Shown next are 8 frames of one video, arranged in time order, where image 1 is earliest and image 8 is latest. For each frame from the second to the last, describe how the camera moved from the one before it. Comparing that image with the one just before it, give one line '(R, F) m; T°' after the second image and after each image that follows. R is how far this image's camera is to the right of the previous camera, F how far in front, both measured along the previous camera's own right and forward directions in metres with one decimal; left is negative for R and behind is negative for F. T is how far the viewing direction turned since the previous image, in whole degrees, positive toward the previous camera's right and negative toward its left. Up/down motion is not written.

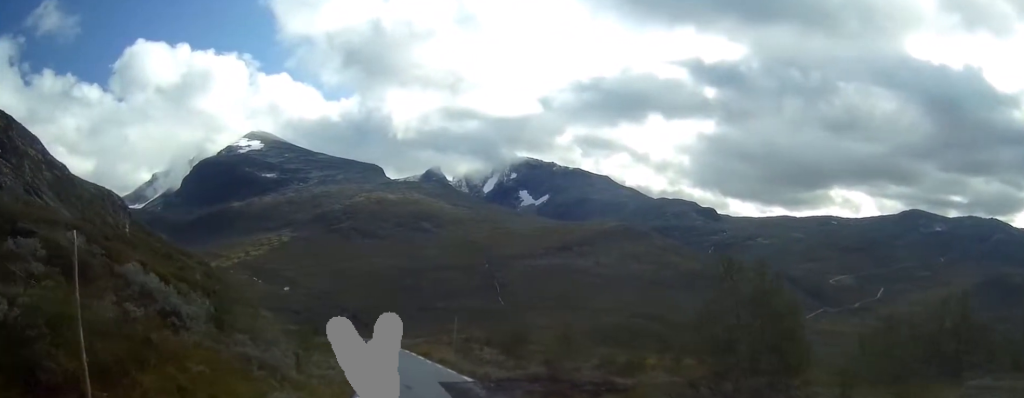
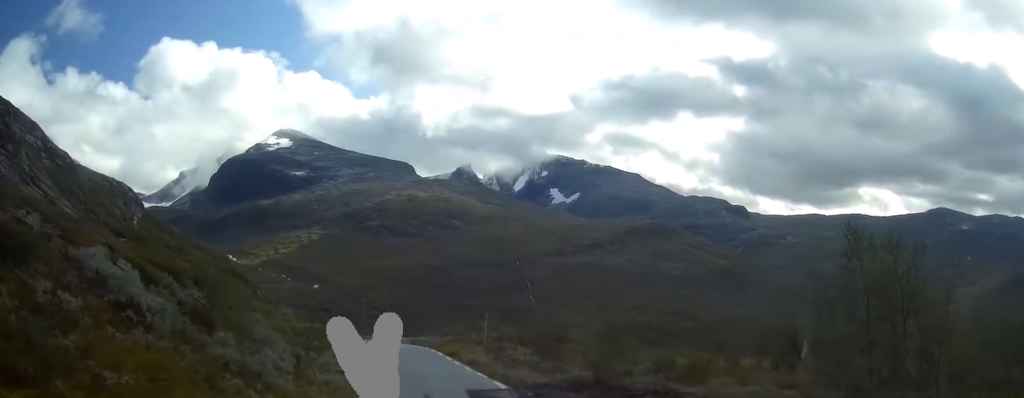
(-0.2, +5.3) m; -2°
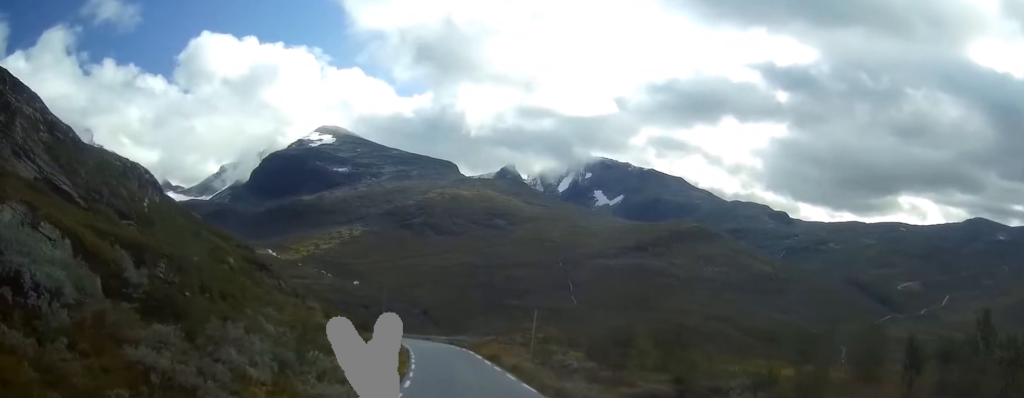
(0.0, +7.6) m; -1°
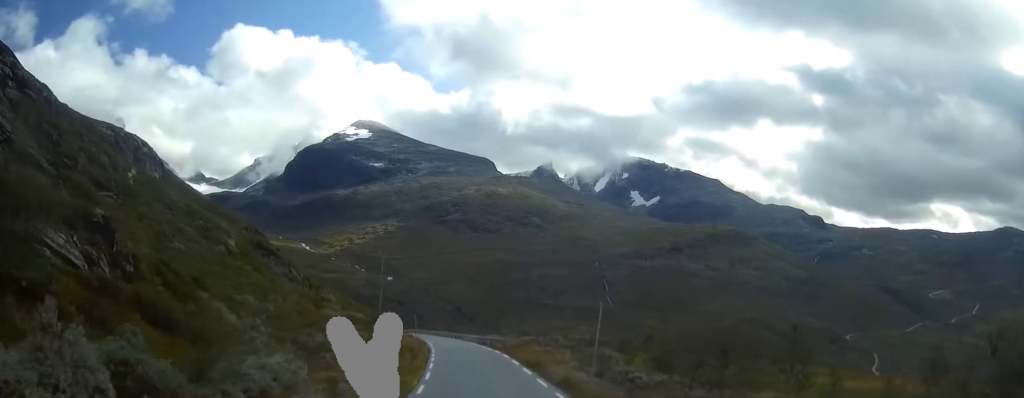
(-0.4, +10.7) m; -4°
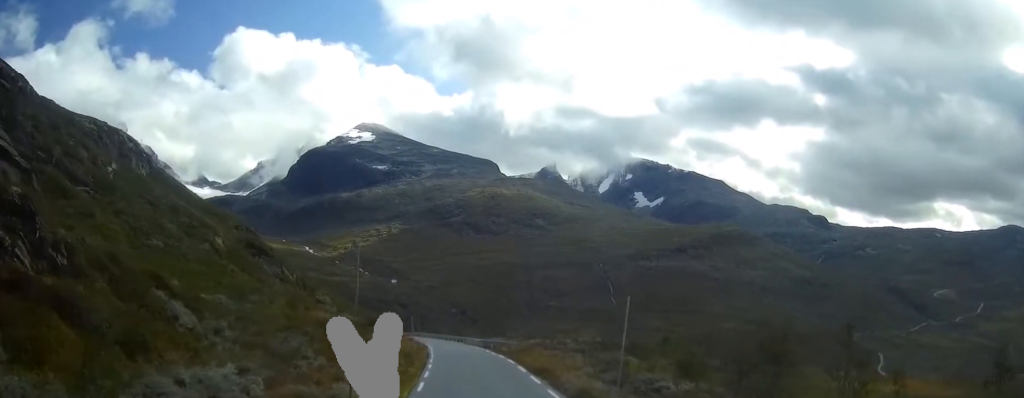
(-0.1, +4.3) m; -1°
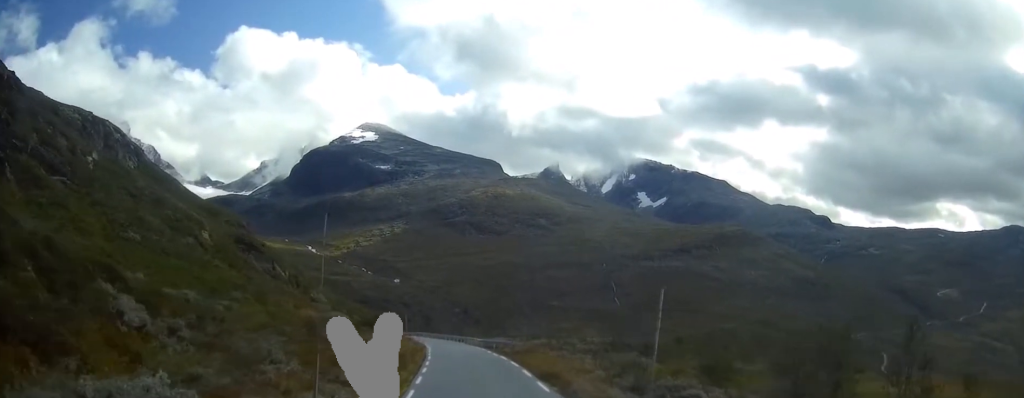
(0.0, +3.8) m; +1°
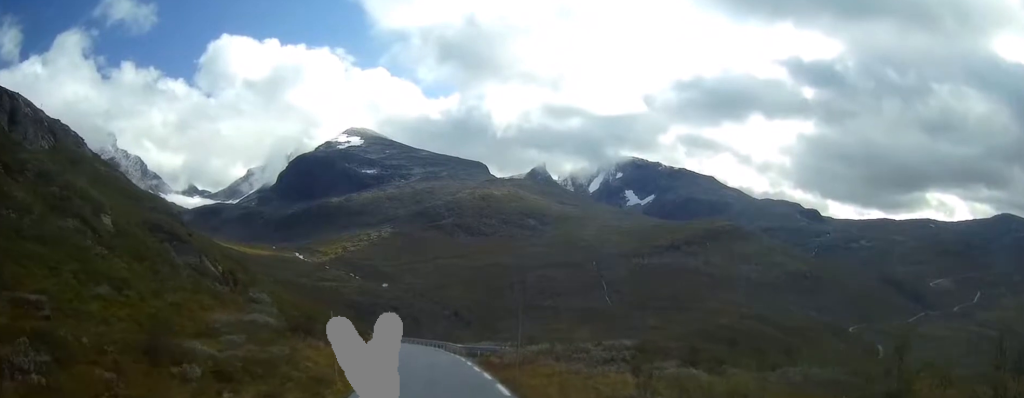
(+0.4, +14.9) m; +3°
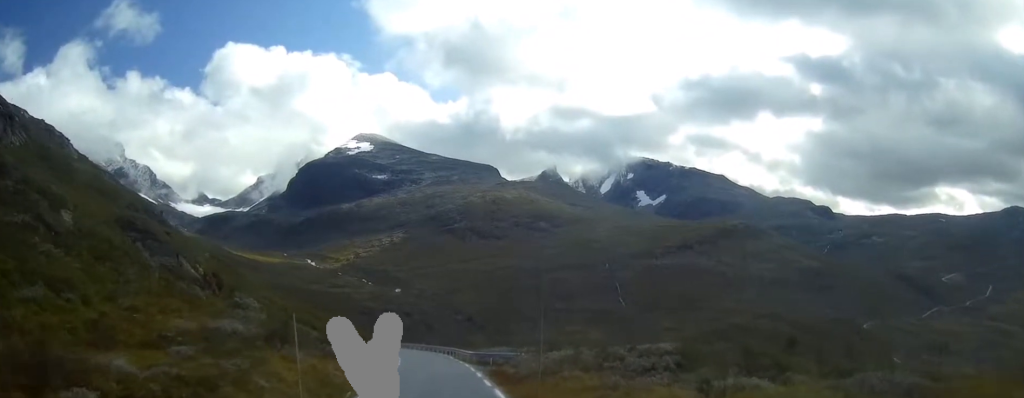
(+0.1, +6.4) m; -1°
